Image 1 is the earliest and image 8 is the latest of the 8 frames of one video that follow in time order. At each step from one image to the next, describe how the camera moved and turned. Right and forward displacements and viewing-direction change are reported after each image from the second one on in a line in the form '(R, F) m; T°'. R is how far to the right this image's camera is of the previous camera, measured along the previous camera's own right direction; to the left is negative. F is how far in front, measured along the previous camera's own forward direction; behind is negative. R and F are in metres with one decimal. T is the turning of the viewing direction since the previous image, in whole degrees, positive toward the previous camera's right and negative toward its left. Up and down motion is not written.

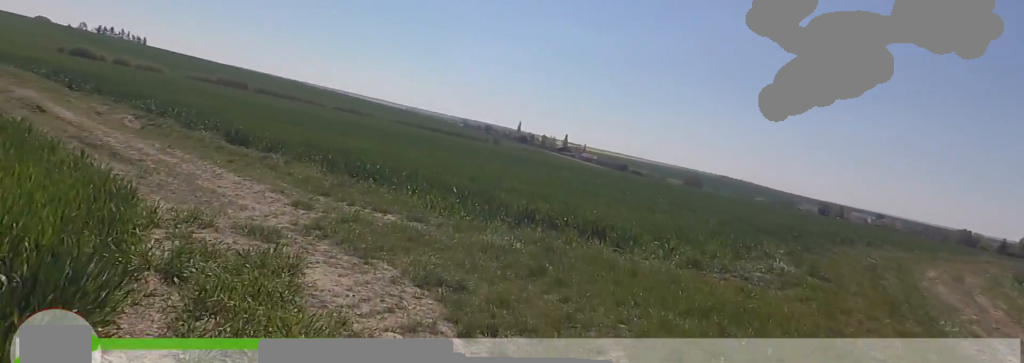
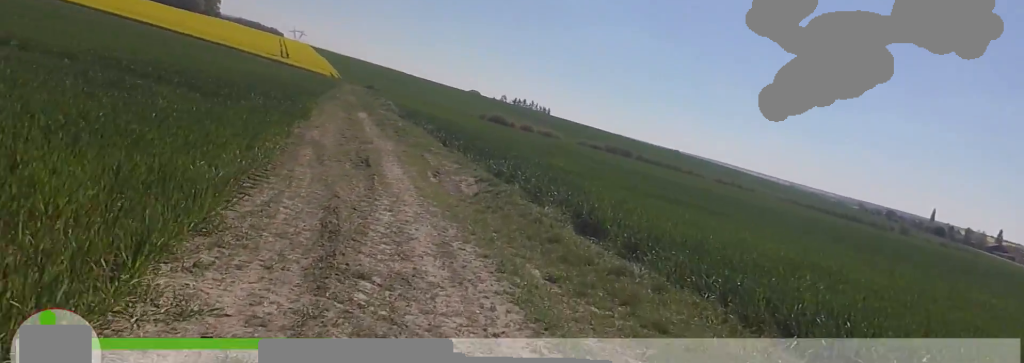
(-0.8, +5.4) m; -12°
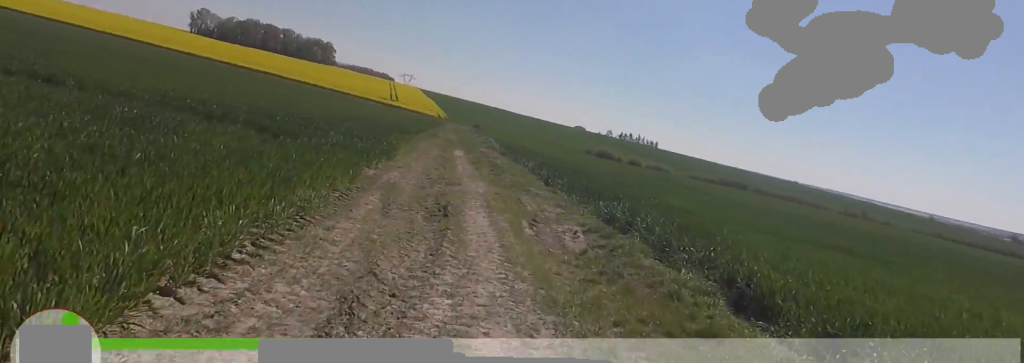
(-0.1, +2.6) m; -5°
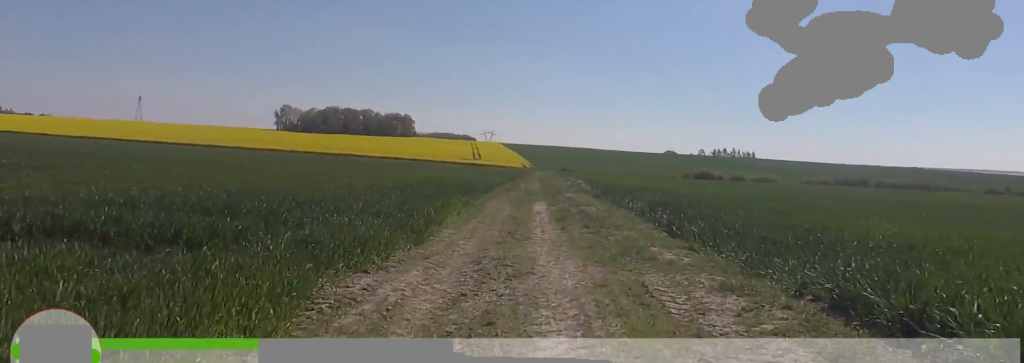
(-0.5, +5.7) m; -6°
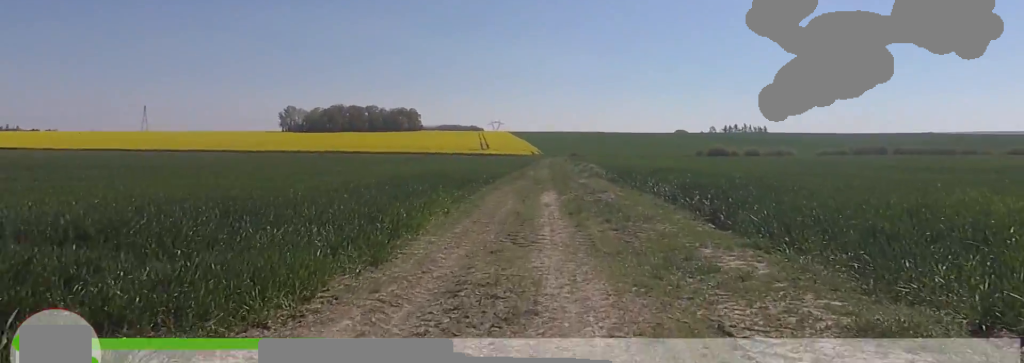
(-0.4, +2.7) m; 0°
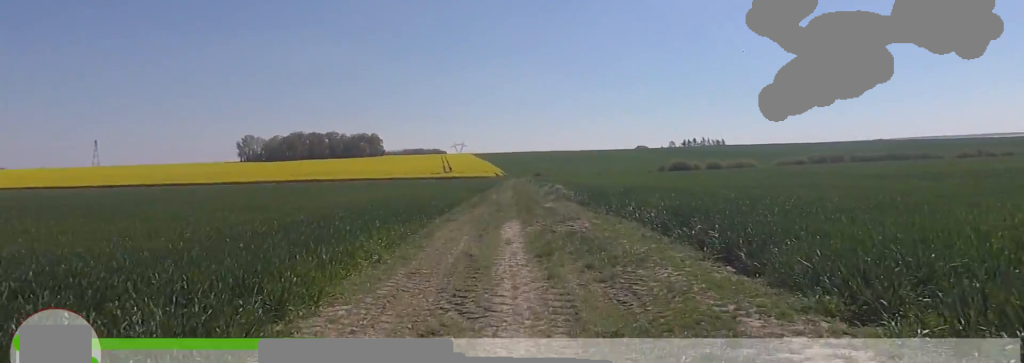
(+0.2, +2.6) m; +3°
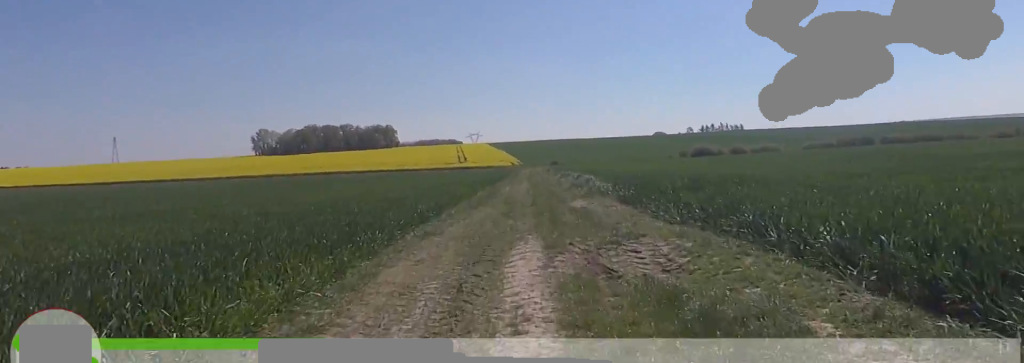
(+0.6, +6.0) m; +2°
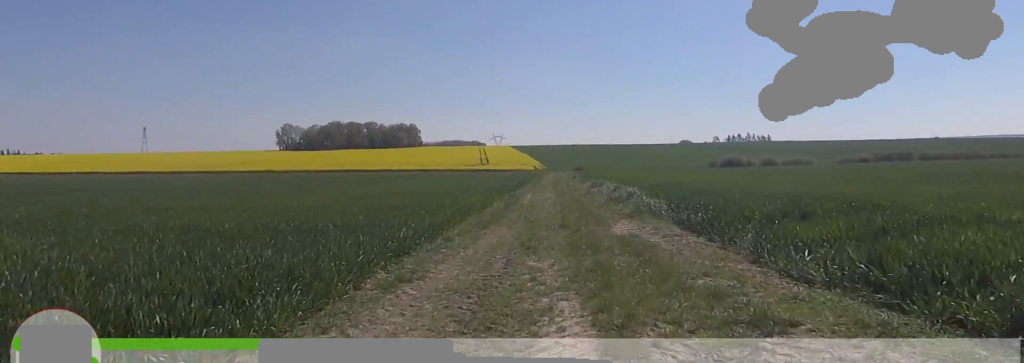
(+0.3, +3.7) m; -6°
